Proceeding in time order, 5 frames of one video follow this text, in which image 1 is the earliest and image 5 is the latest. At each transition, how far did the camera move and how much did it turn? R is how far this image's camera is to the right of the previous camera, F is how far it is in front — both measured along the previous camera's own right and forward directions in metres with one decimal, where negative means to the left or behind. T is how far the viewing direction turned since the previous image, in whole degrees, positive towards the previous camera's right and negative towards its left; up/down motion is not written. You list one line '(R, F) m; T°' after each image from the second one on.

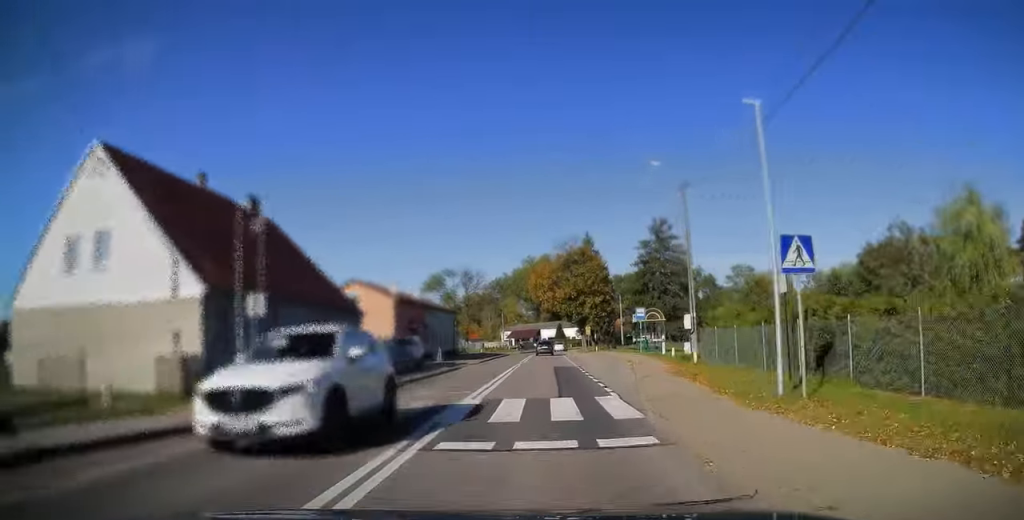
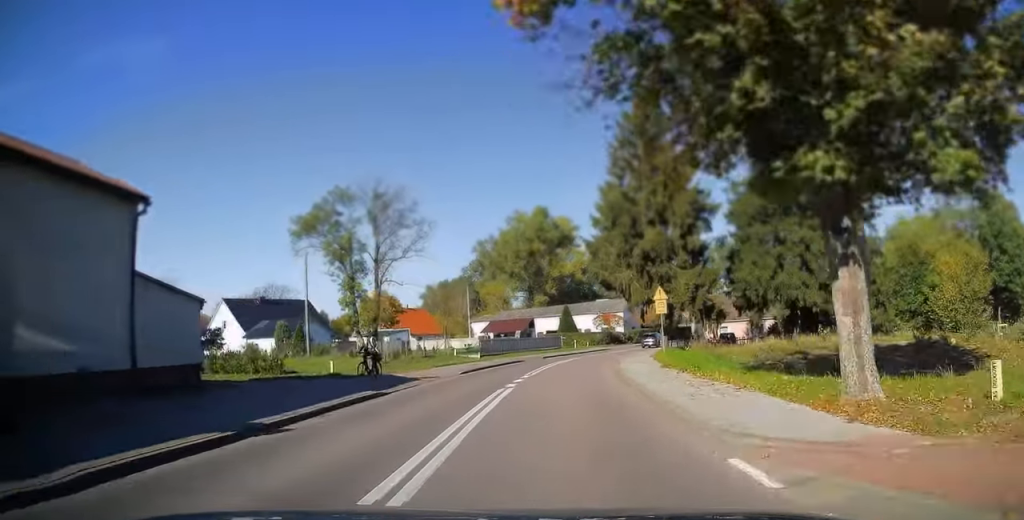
(+1.7, +57.5) m; +4°
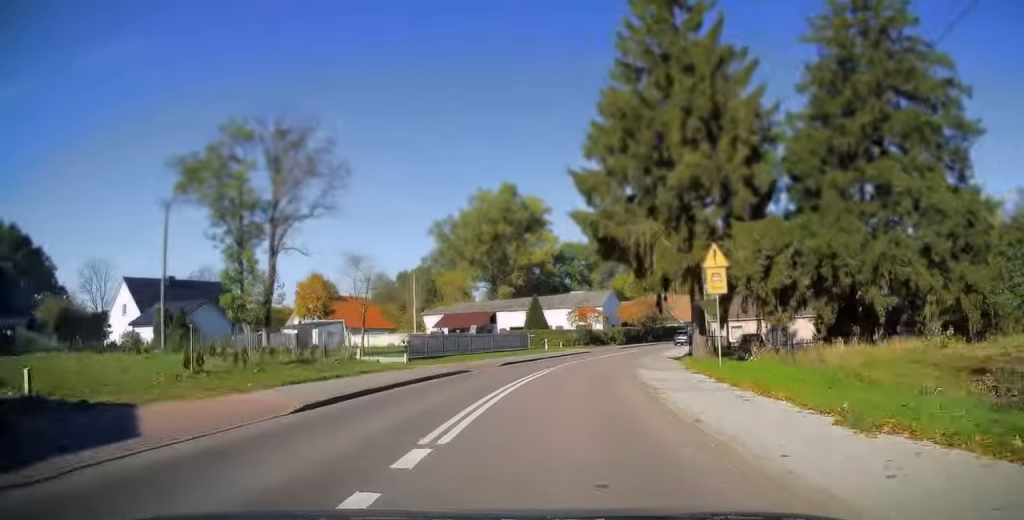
(+0.2, +15.3) m; +4°
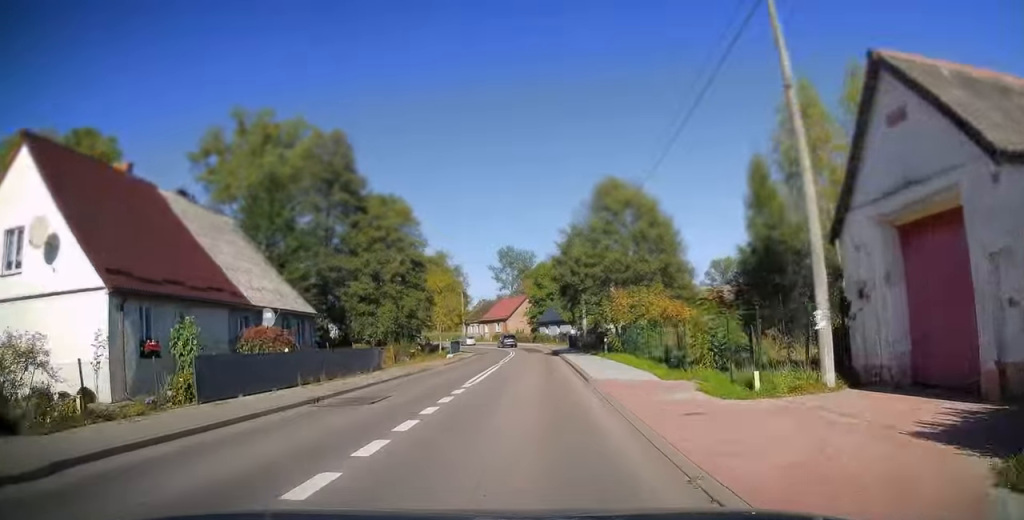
(+36.3, +110.1) m; +30°
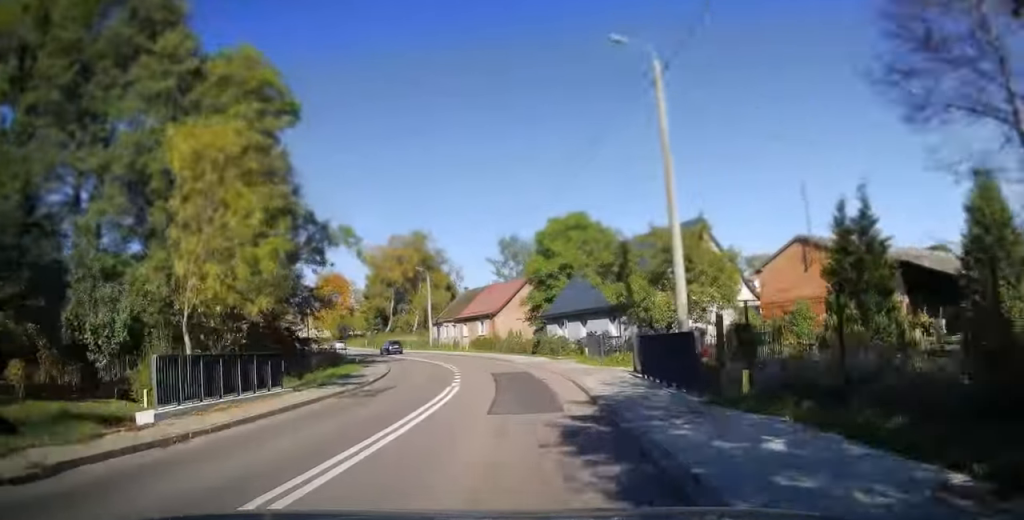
(-0.1, +38.7) m; -3°
